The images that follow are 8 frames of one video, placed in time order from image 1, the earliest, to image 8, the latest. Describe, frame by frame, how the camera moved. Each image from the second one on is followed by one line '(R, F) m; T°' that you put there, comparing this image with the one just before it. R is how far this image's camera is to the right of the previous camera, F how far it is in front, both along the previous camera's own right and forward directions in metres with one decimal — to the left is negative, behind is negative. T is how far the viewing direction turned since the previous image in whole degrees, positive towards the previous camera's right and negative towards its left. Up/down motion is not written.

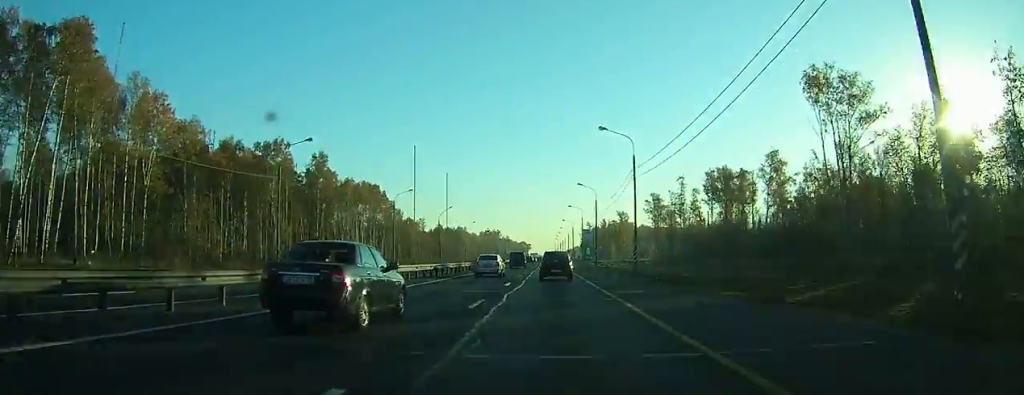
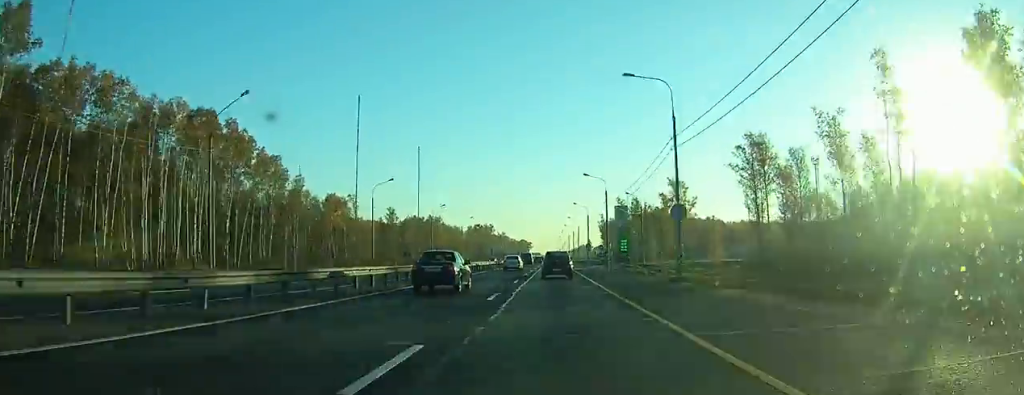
(-0.4, +81.5) m; 0°
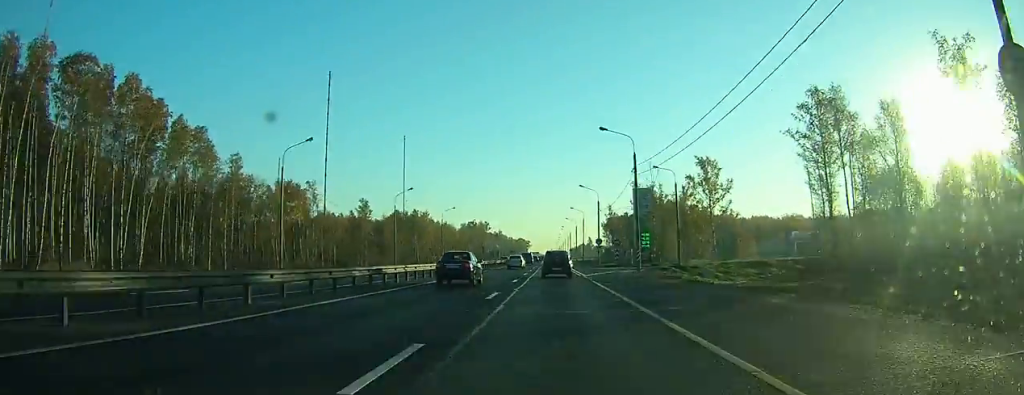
(-0.1, +23.0) m; 0°
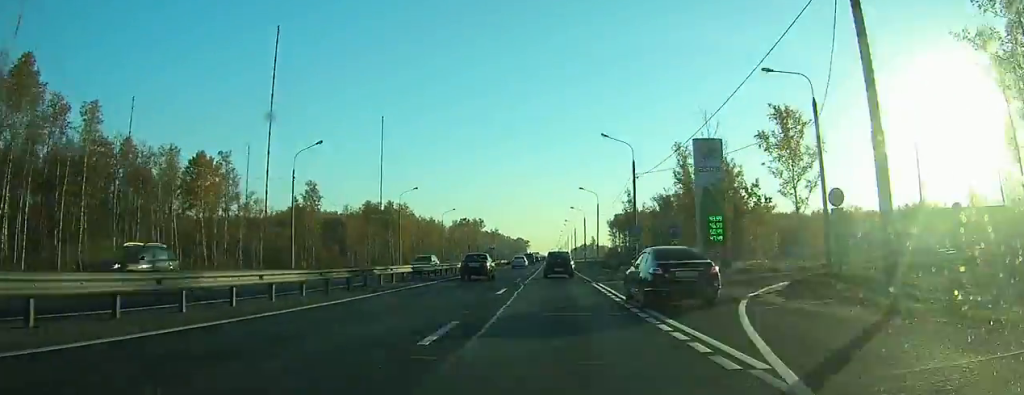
(-0.1, +32.9) m; 0°
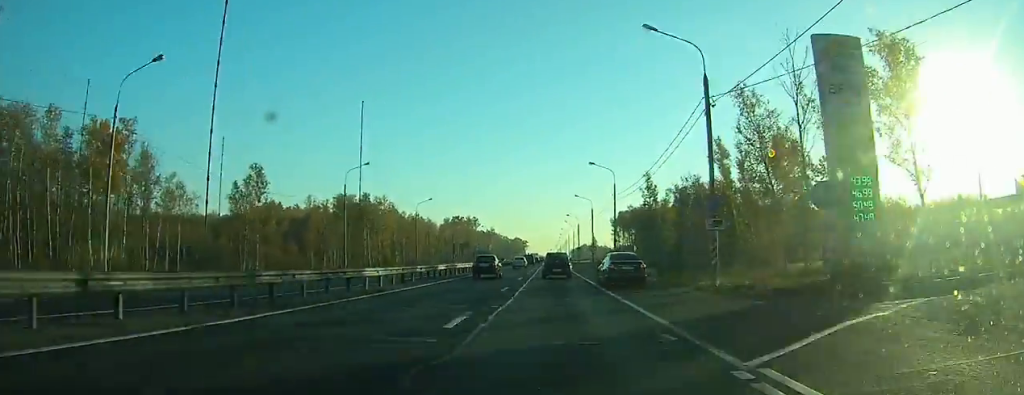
(0.0, +22.5) m; 0°
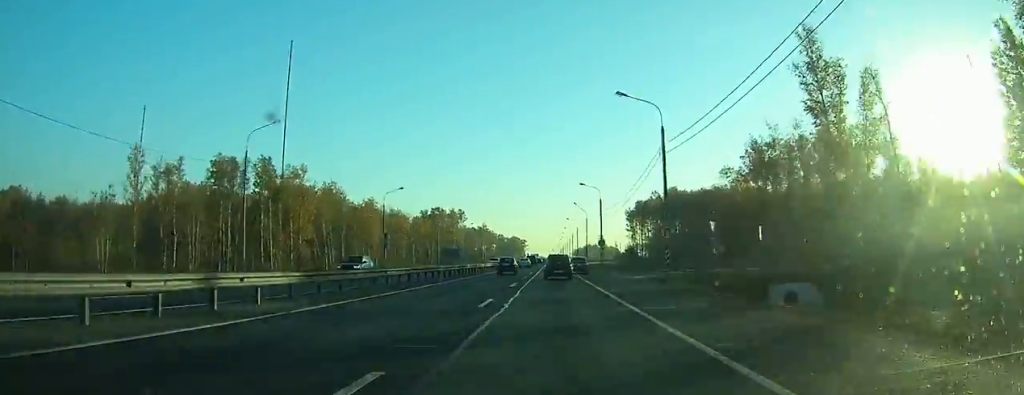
(+0.3, +53.5) m; +1°
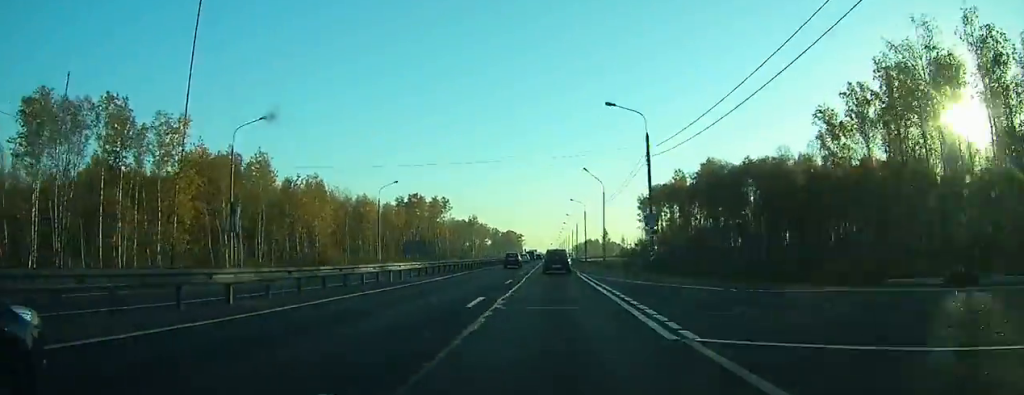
(+0.1, +34.2) m; 0°
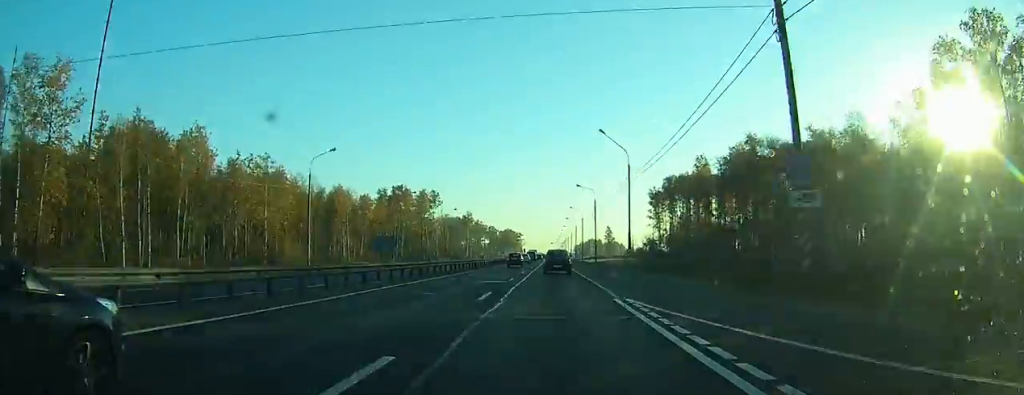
(0.0, +20.8) m; 0°
